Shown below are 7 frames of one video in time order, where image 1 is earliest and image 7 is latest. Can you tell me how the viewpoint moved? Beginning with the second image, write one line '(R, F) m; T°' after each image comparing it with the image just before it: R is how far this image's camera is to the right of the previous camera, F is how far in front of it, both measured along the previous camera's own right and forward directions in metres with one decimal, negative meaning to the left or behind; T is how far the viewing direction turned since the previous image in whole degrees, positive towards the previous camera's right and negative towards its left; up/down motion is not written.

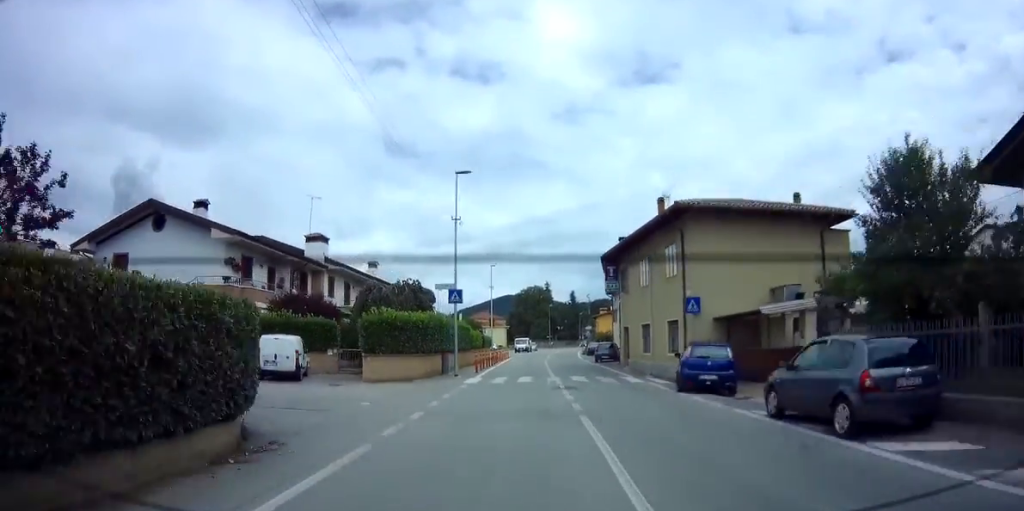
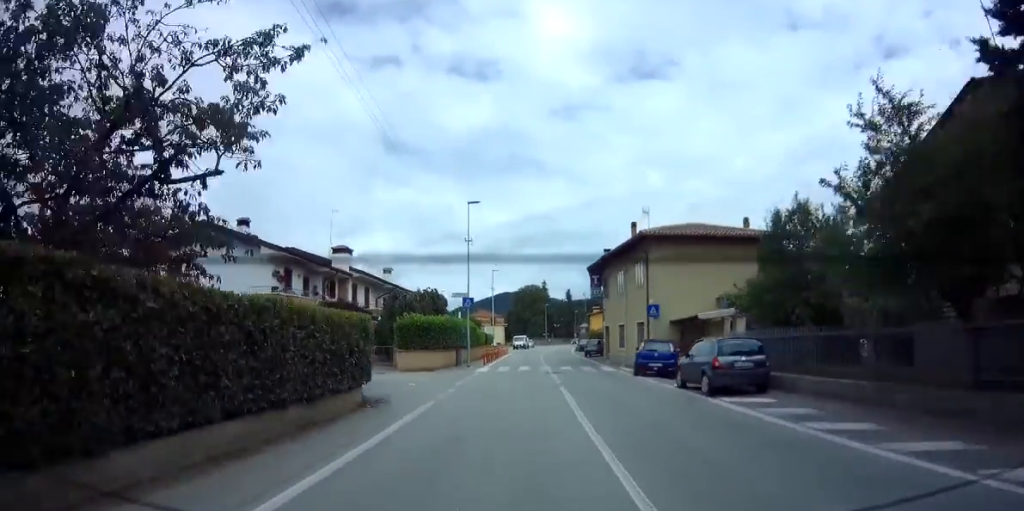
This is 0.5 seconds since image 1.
(0.0, +5.9) m; 0°
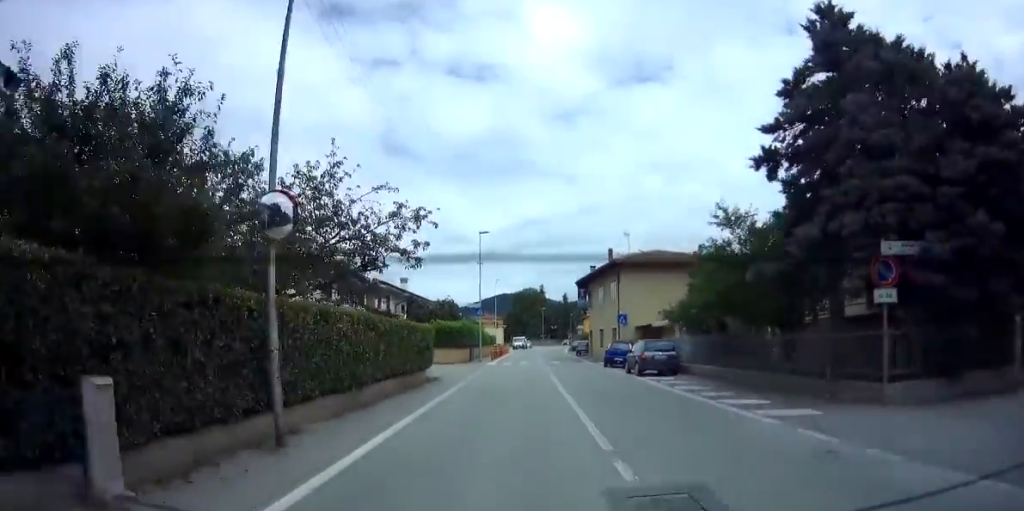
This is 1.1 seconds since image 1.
(0.0, +8.3) m; +2°
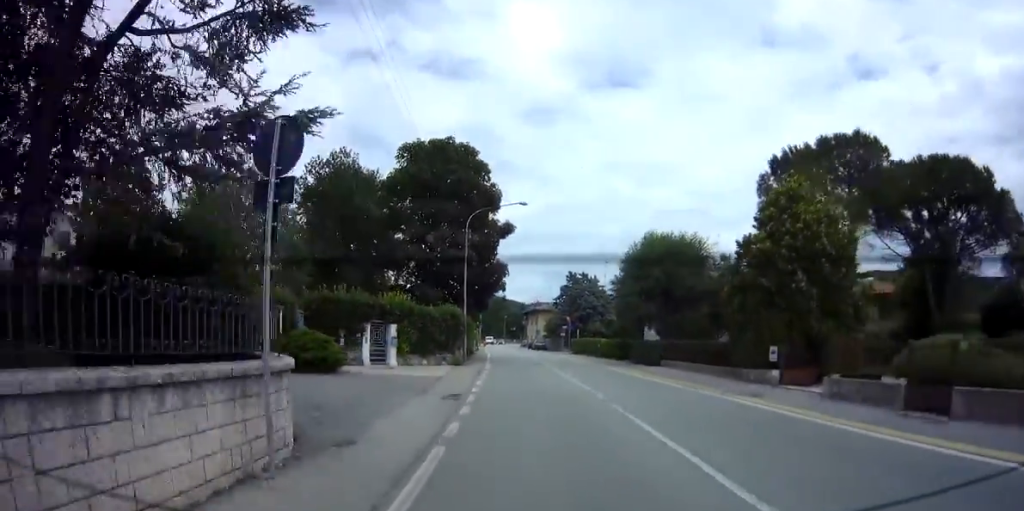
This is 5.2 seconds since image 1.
(+2.3, +54.9) m; +6°
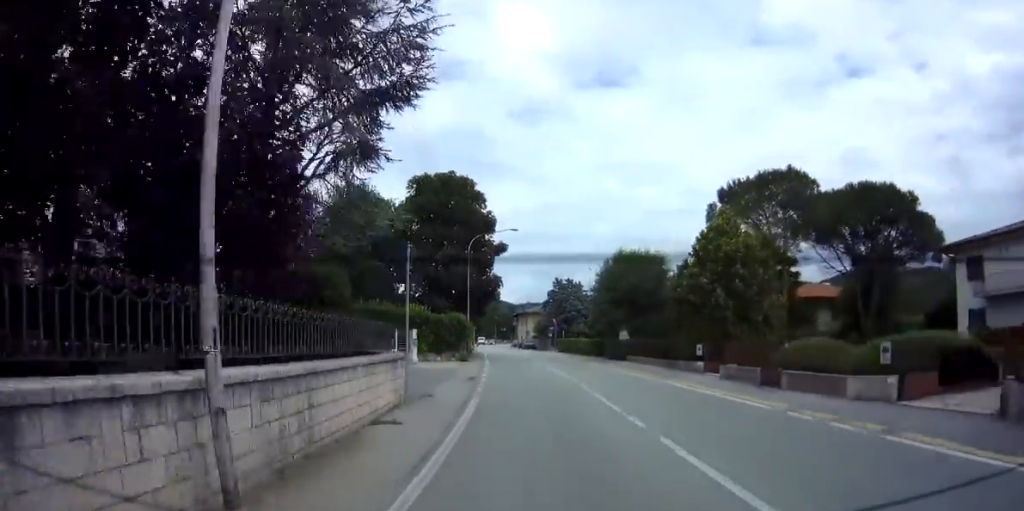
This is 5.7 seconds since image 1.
(0.0, +6.9) m; 0°
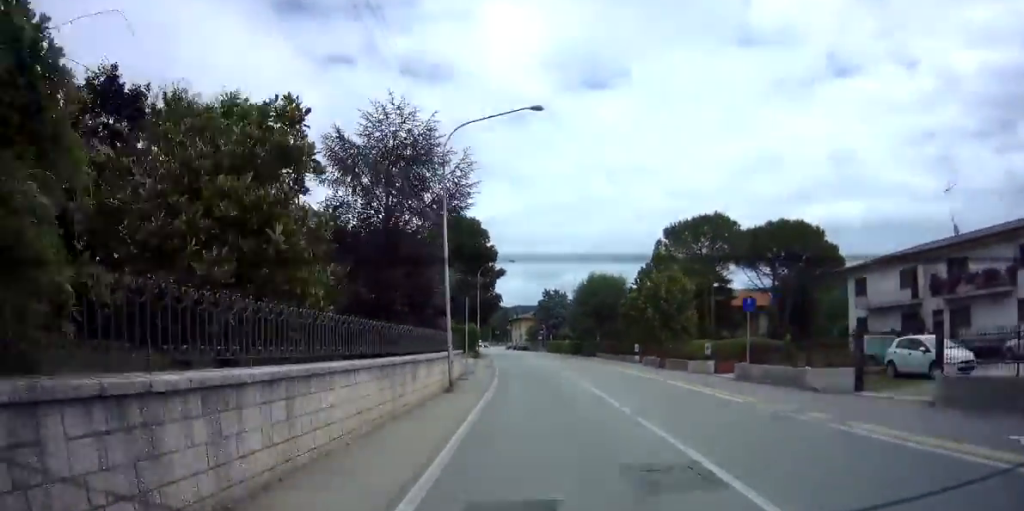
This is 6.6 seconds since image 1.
(+0.2, +12.8) m; -1°
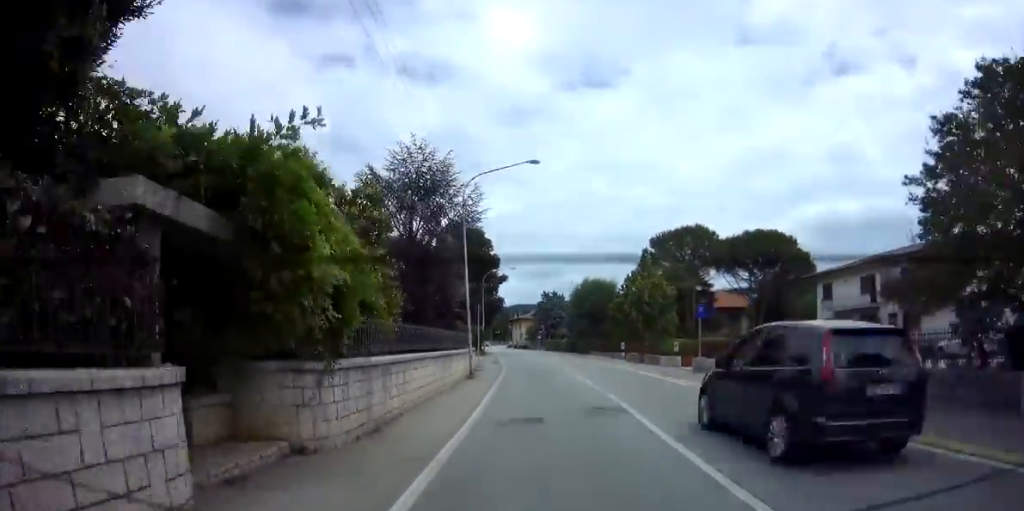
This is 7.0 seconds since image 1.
(-0.2, +5.4) m; -1°
